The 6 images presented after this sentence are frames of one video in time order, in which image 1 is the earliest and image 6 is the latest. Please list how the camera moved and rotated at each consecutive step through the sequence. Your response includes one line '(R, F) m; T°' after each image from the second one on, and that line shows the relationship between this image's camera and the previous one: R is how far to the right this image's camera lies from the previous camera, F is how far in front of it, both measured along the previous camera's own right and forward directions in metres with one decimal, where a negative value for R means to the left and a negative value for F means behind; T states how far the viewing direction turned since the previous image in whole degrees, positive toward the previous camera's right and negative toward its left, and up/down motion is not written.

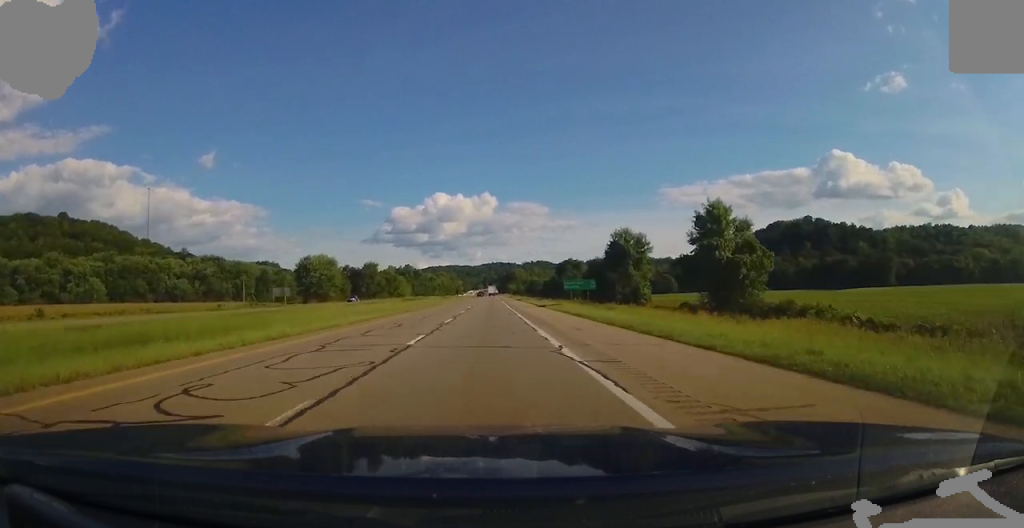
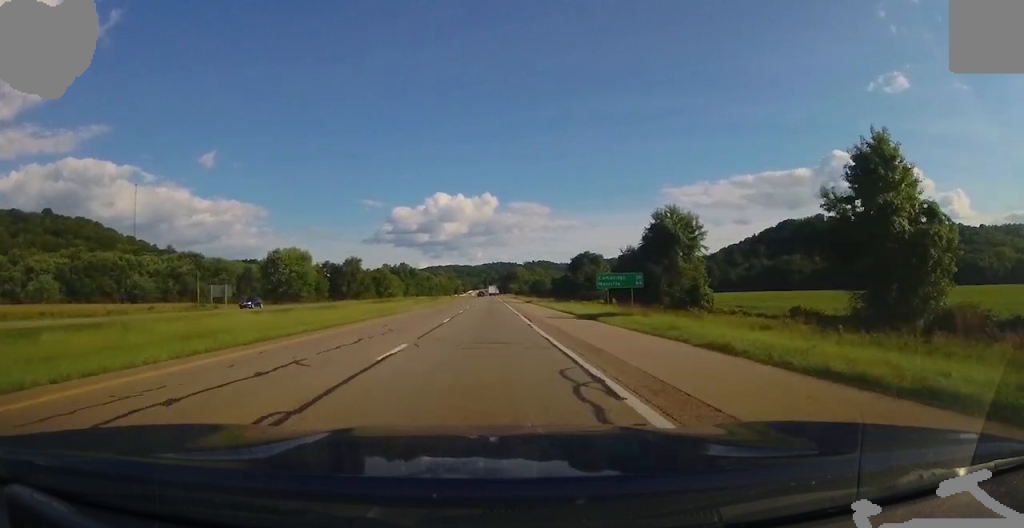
(+0.2, +26.9) m; 0°
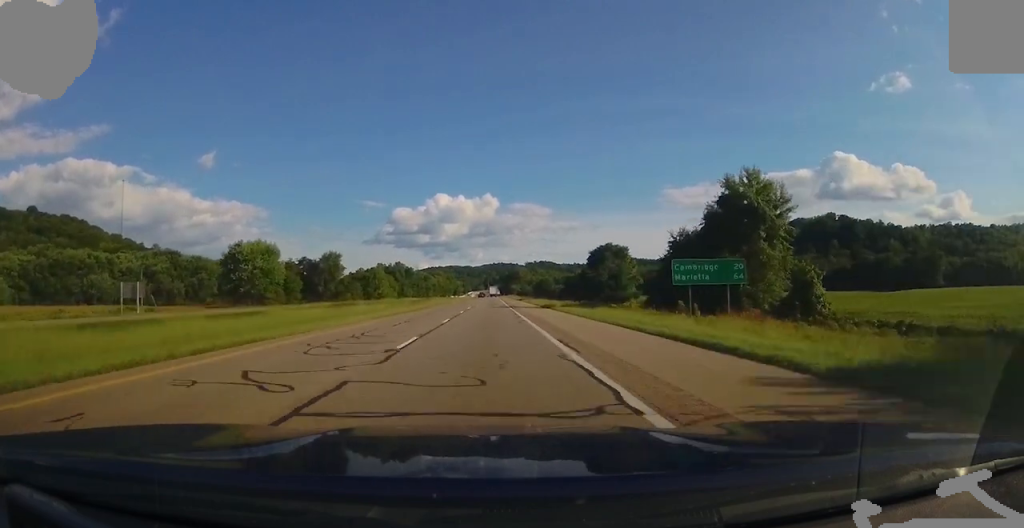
(0.0, +24.7) m; 0°
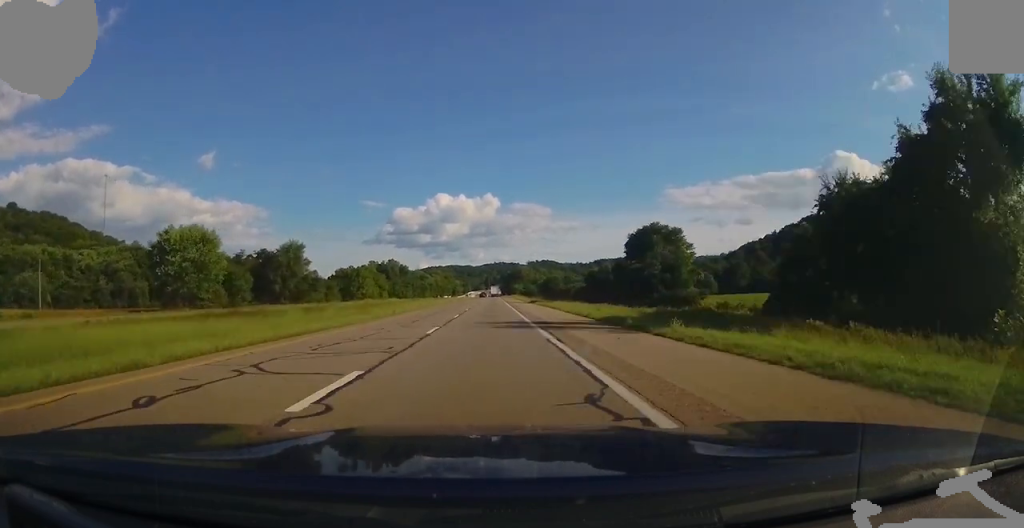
(0.0, +31.2) m; 0°
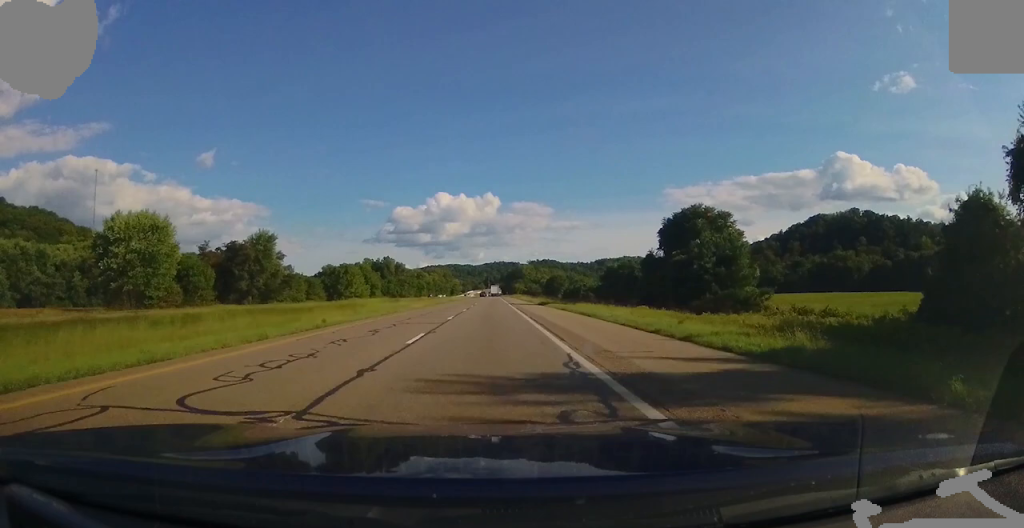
(0.0, +16.7) m; 0°
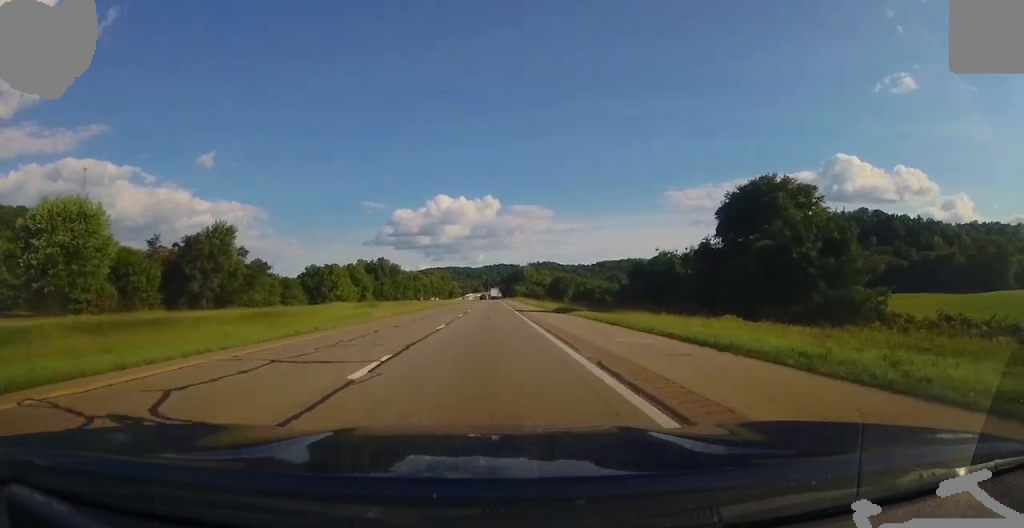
(+0.1, +17.8) m; 0°
